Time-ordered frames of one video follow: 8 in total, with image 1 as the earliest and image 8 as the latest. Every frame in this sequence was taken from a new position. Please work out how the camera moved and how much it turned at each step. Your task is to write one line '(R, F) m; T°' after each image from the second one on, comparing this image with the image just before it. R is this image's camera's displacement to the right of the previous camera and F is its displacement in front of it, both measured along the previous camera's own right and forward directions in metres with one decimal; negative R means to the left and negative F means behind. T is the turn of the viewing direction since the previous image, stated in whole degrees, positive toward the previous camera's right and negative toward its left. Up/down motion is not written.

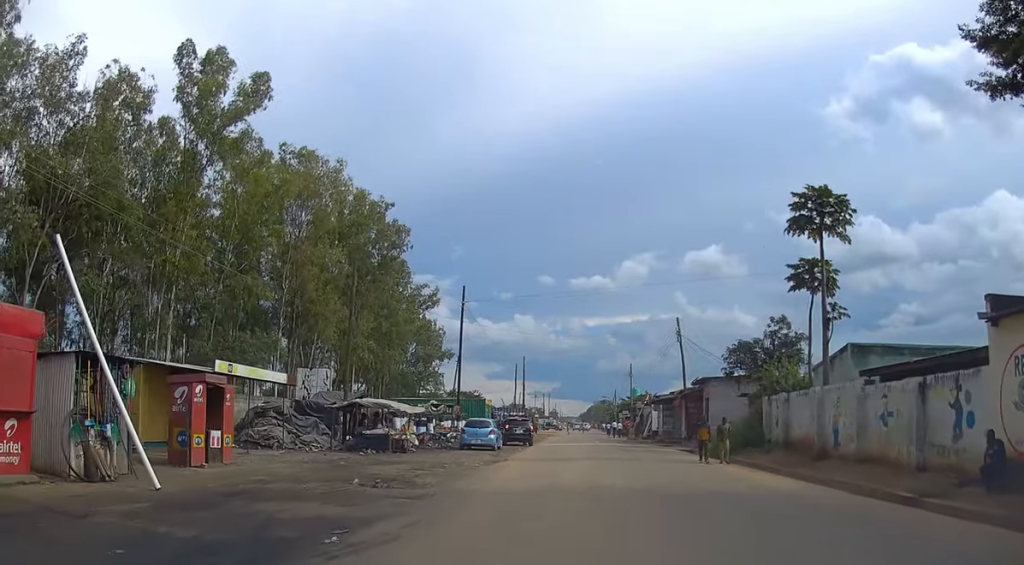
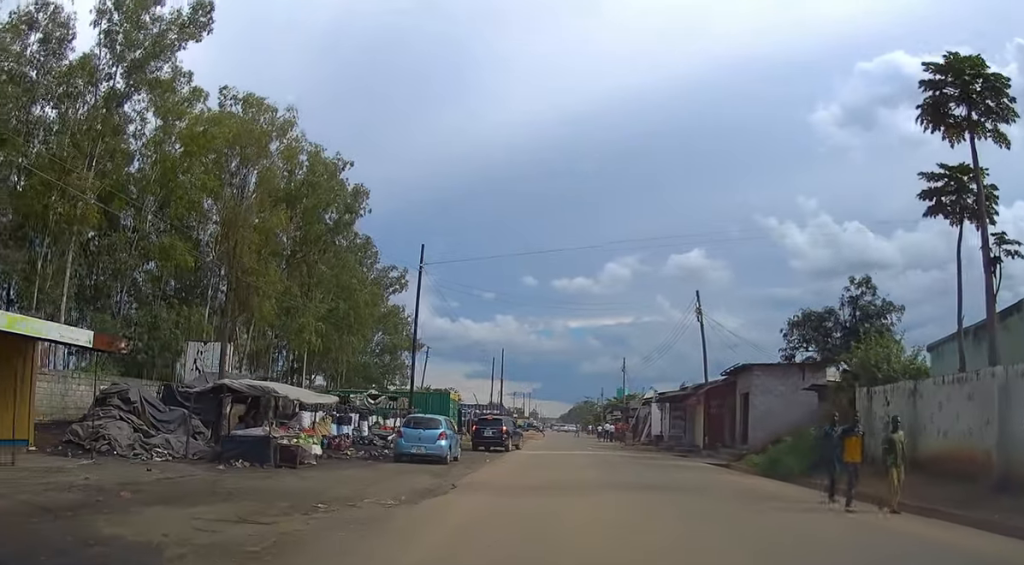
(+0.5, +10.7) m; +4°
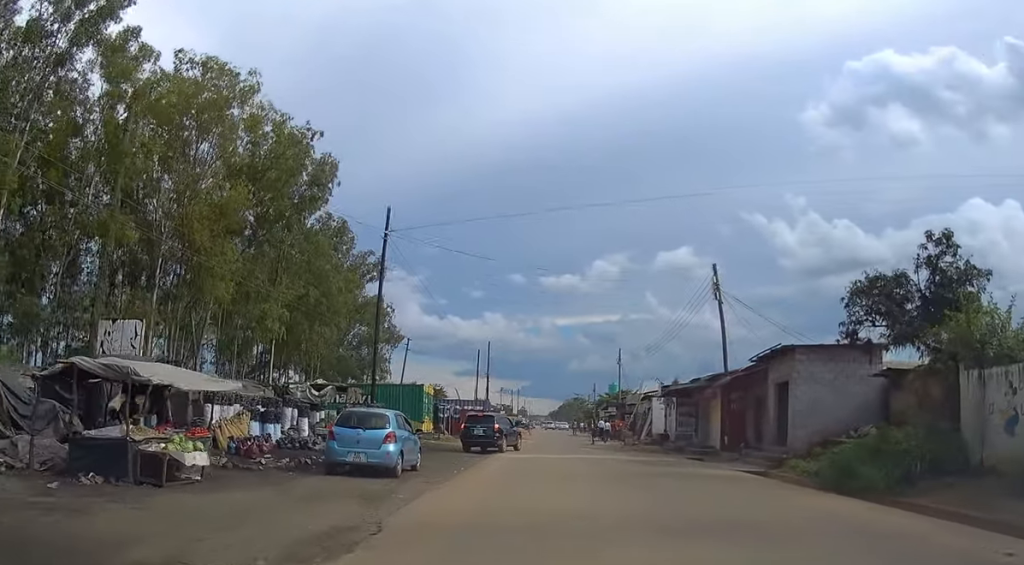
(0.0, +6.1) m; 0°
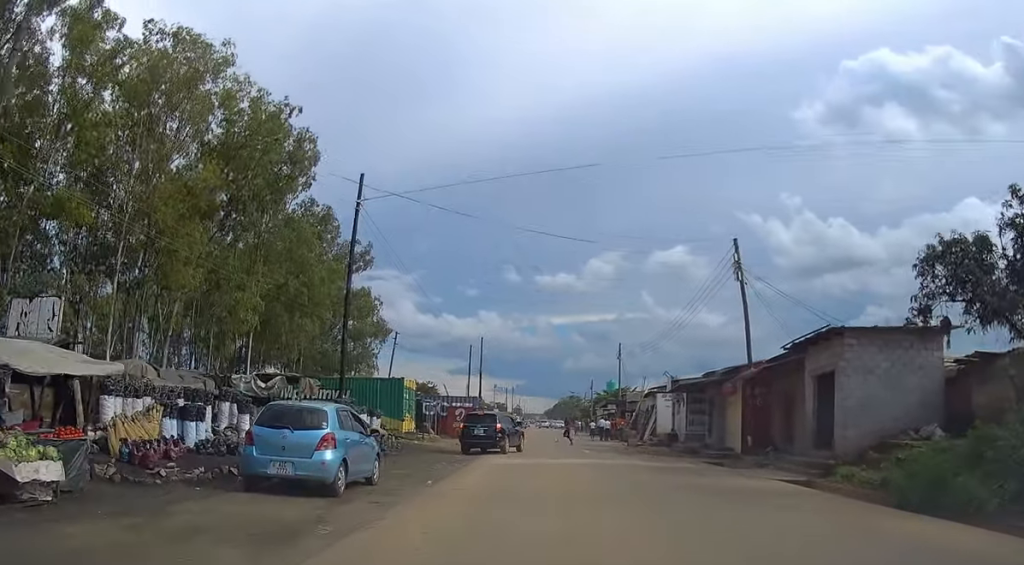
(0.0, +4.3) m; 0°
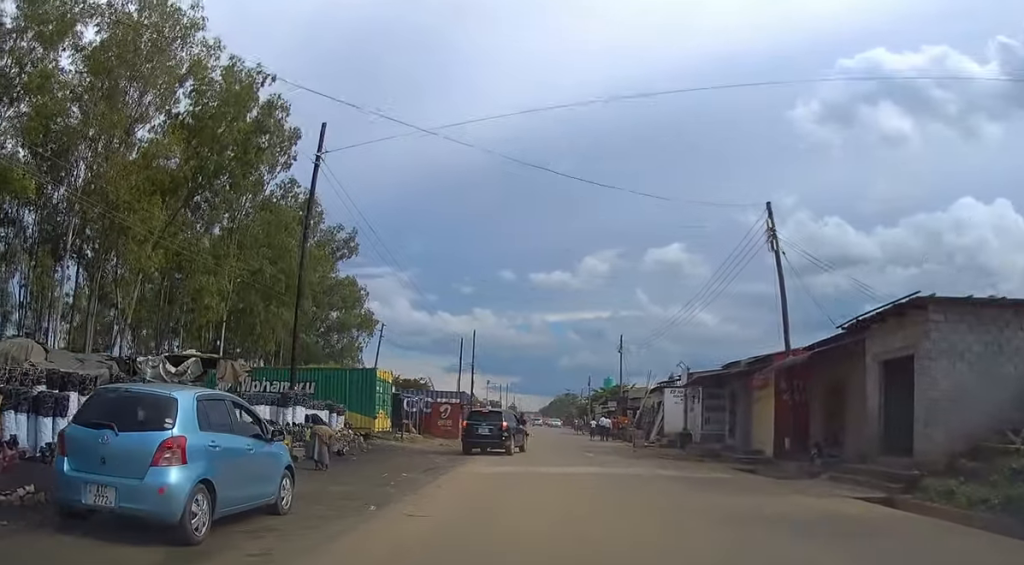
(0.0, +4.9) m; 0°
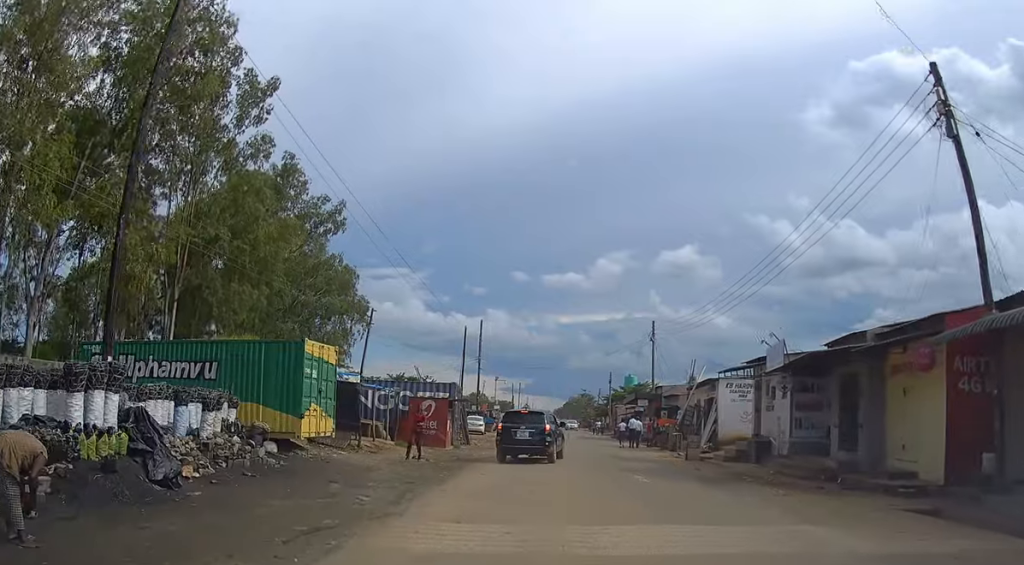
(-0.1, +11.1) m; -2°
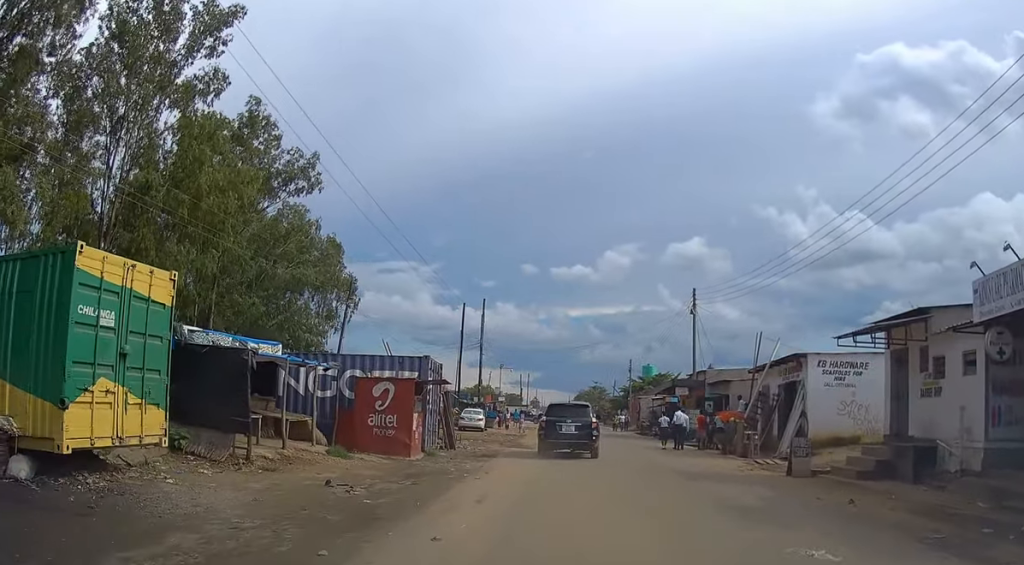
(-0.3, +10.7) m; -1°
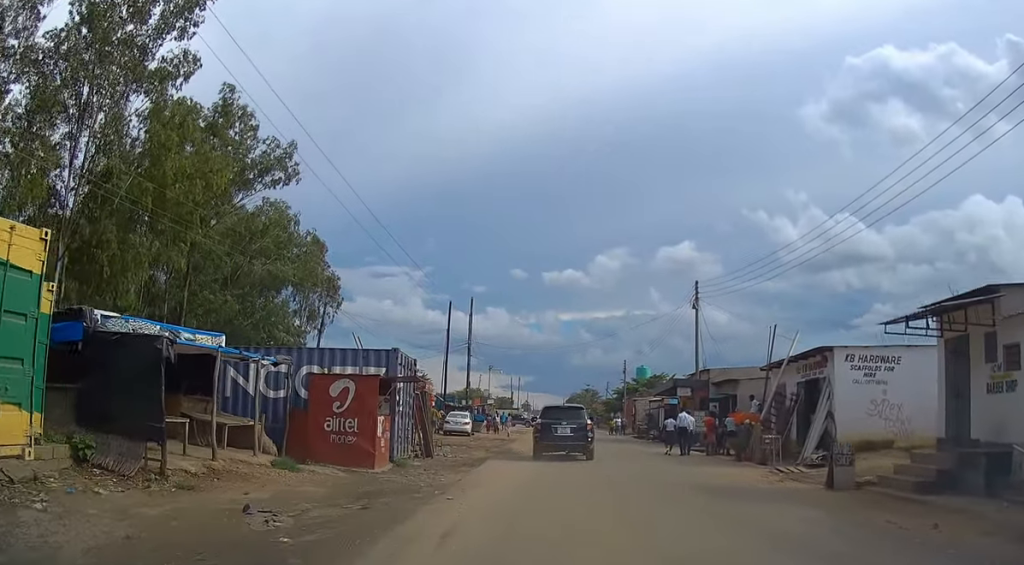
(+0.1, +3.2) m; +2°
